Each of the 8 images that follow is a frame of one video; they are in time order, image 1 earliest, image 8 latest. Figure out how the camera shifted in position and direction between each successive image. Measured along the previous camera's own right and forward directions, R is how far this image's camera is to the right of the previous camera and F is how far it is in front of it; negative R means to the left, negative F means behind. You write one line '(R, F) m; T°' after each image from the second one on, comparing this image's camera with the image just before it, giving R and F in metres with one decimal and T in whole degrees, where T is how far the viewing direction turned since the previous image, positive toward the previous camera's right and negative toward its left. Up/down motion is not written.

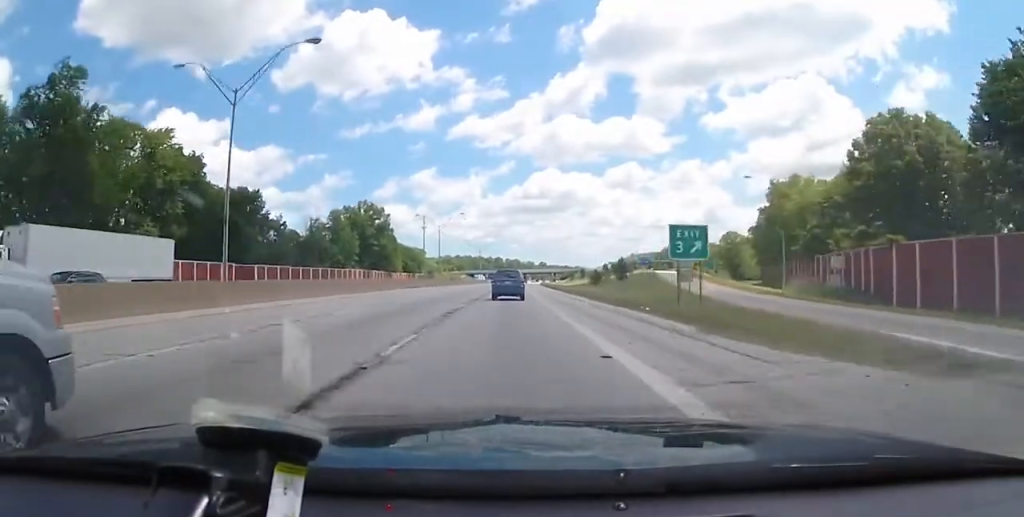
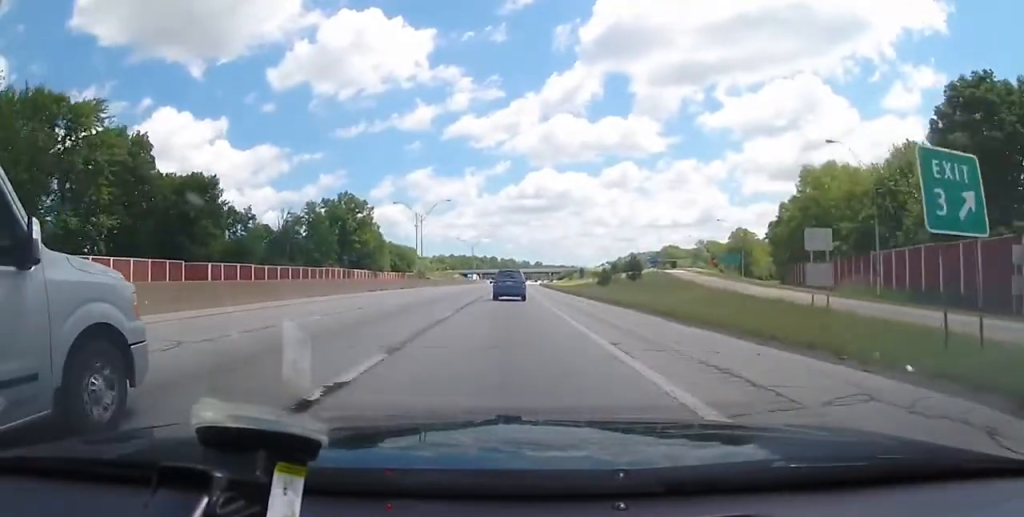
(+0.3, +16.3) m; +1°
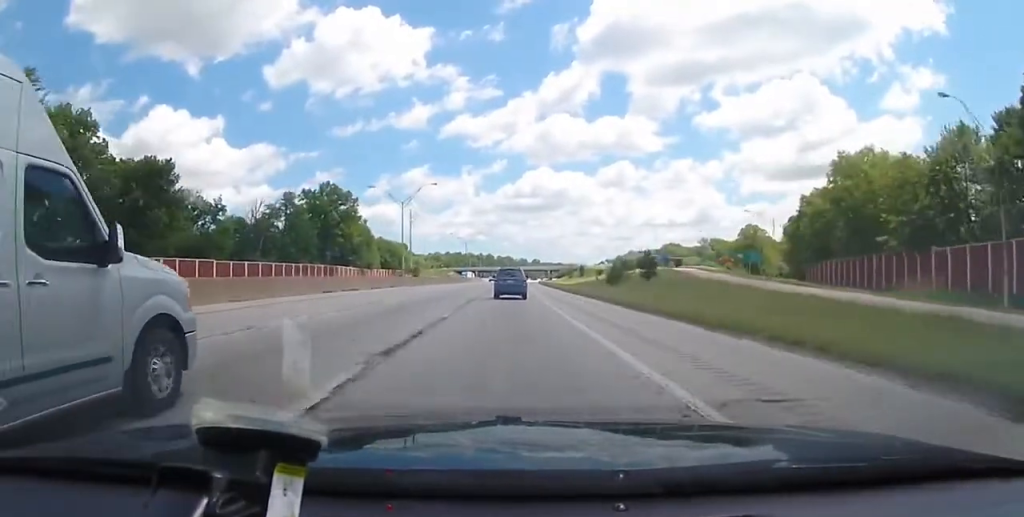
(+0.1, +13.4) m; +1°
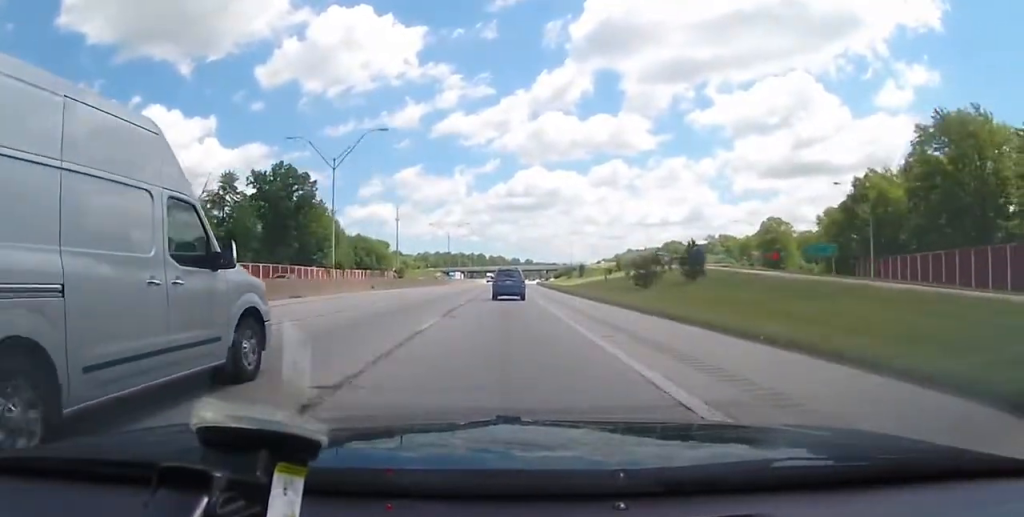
(+0.3, +26.9) m; 0°
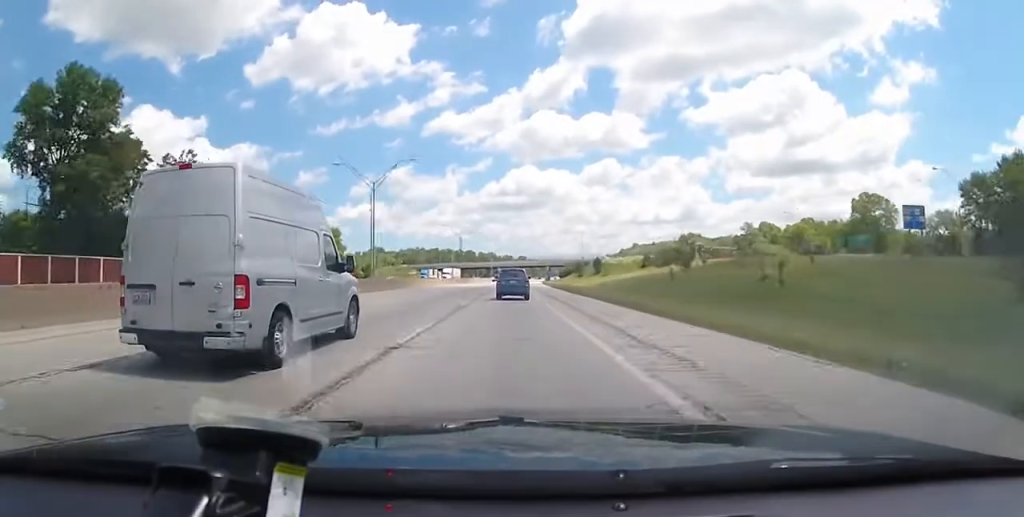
(+0.6, +63.4) m; +1°
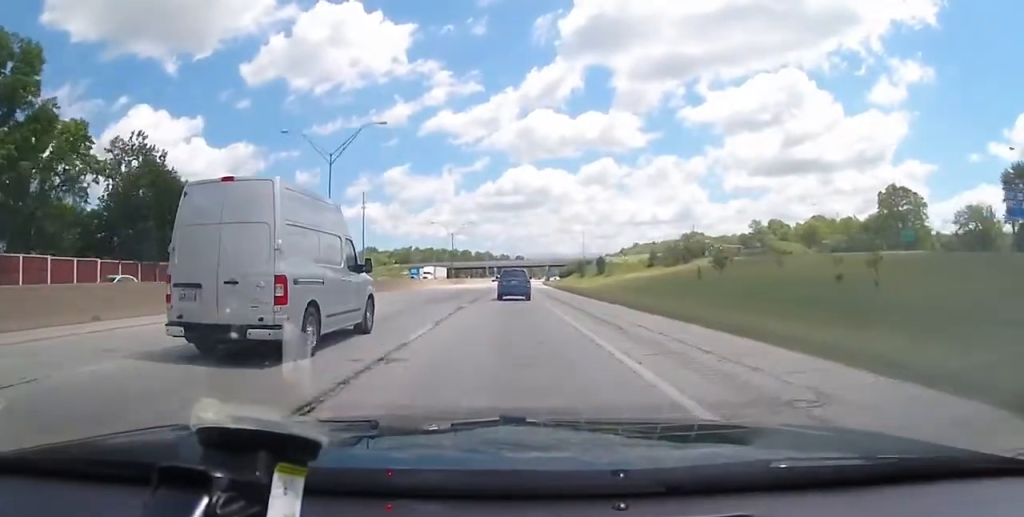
(-0.1, +13.4) m; 0°
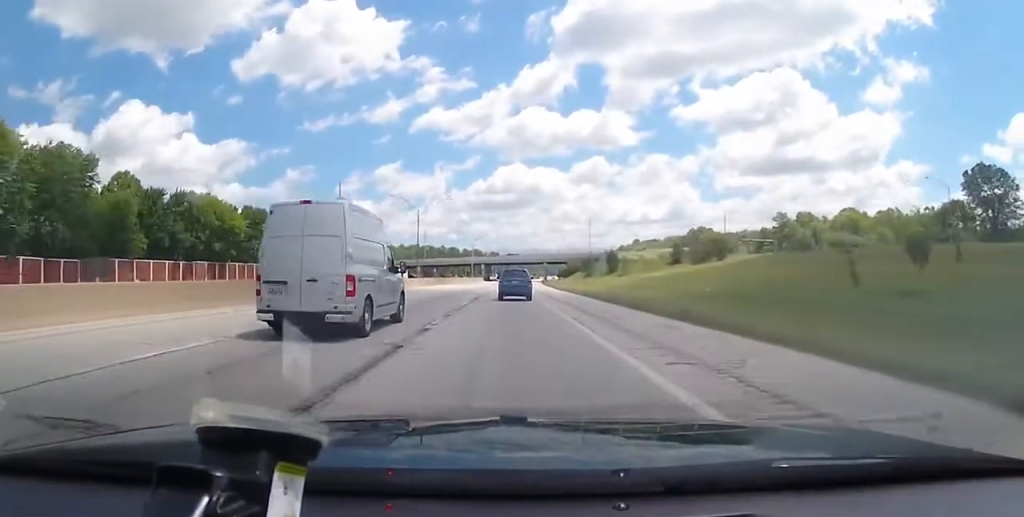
(+0.2, +34.6) m; +2°
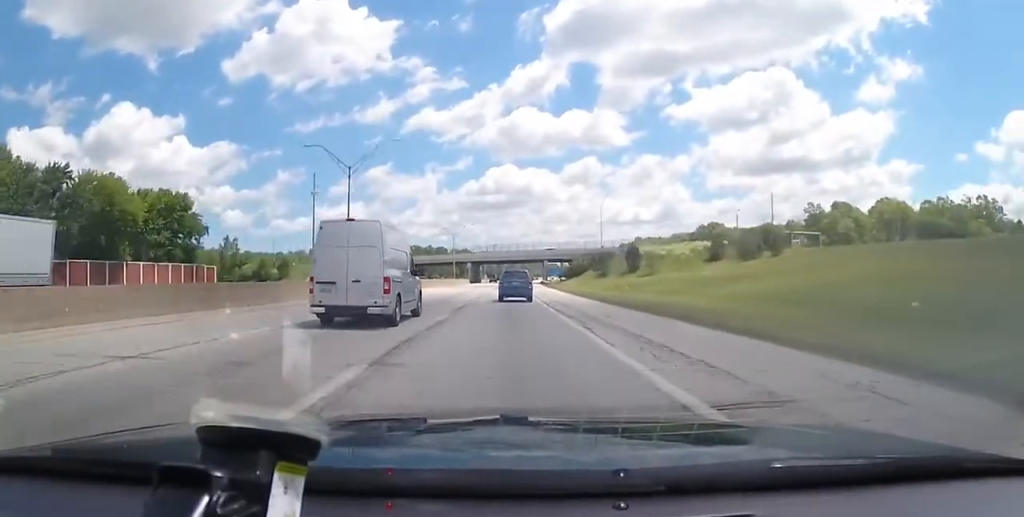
(+0.7, +32.7) m; +1°
